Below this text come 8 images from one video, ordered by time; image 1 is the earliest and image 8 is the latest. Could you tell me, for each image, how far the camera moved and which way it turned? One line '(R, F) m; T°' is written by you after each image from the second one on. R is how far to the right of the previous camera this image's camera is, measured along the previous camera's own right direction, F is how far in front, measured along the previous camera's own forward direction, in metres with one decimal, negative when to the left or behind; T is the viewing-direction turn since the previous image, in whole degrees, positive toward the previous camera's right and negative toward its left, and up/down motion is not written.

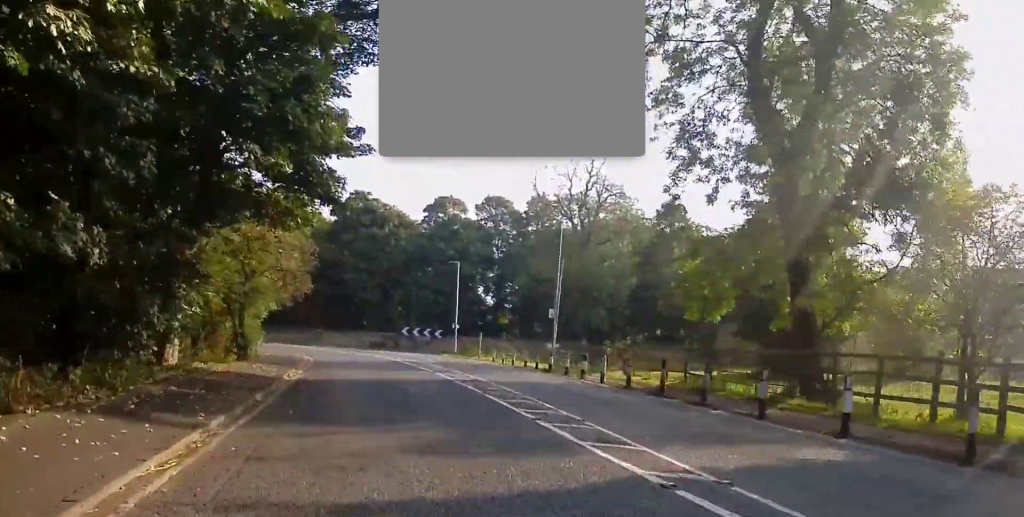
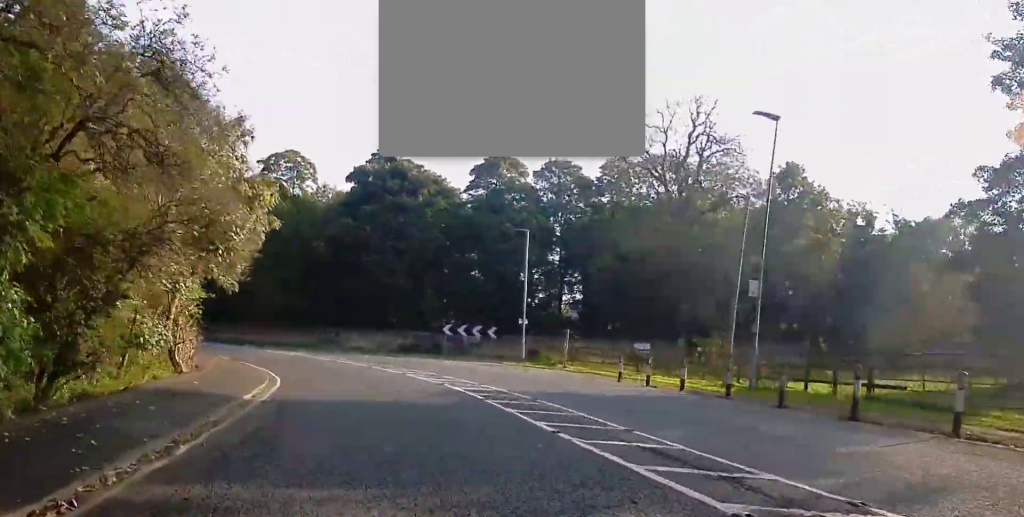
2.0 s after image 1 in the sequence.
(-0.1, +21.5) m; -1°
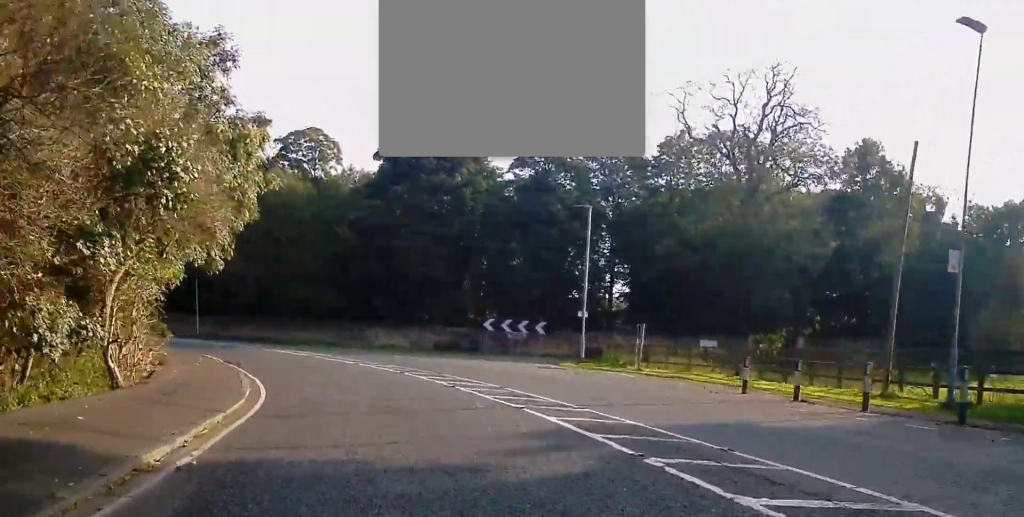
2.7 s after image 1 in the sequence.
(-0.3, +7.8) m; -2°
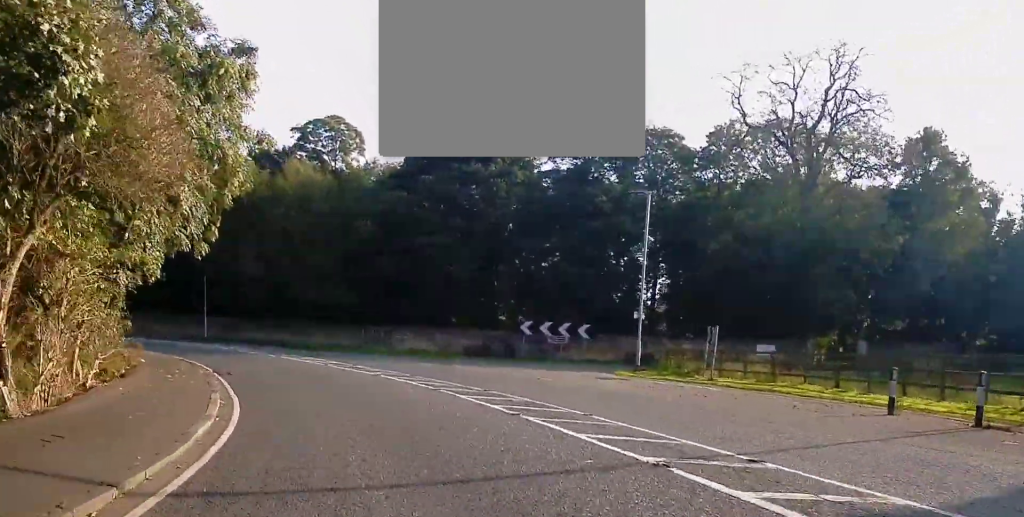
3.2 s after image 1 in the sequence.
(0.0, +5.6) m; -3°
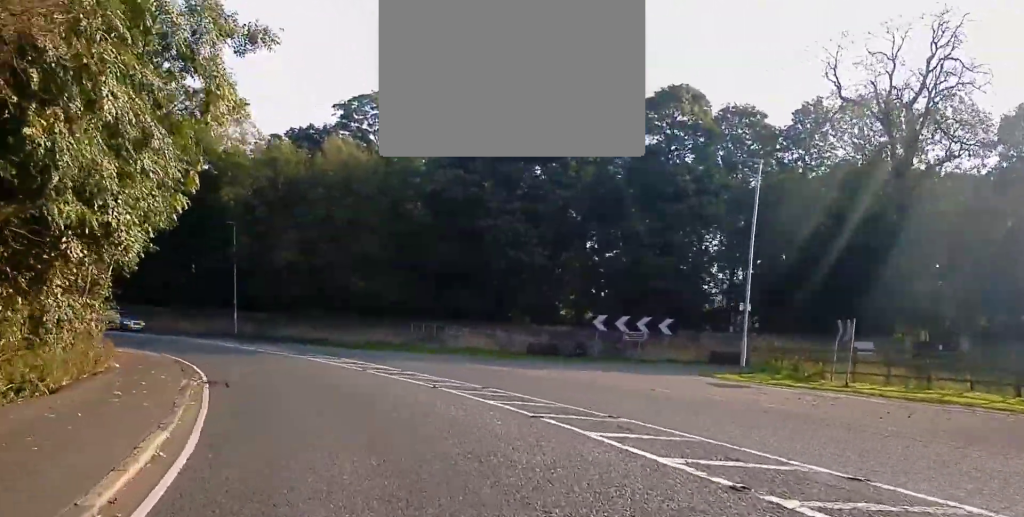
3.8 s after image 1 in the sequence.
(+0.1, +6.4) m; -3°
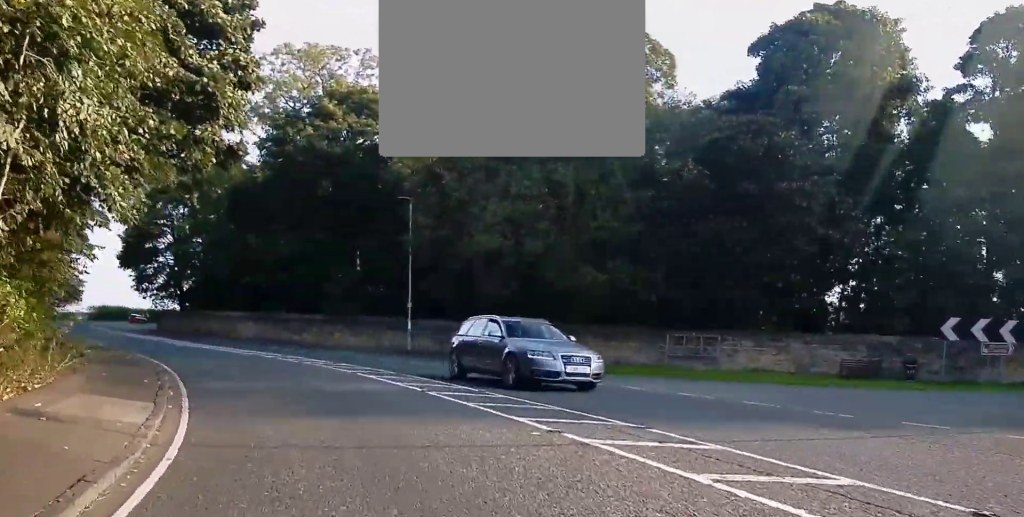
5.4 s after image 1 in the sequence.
(-1.5, +16.4) m; -9°
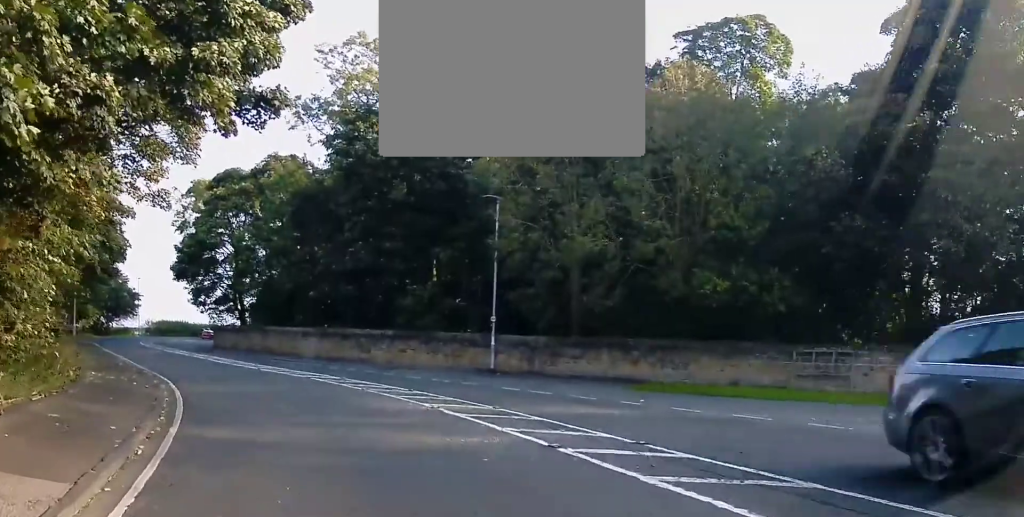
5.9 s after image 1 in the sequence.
(0.0, +5.4) m; -4°
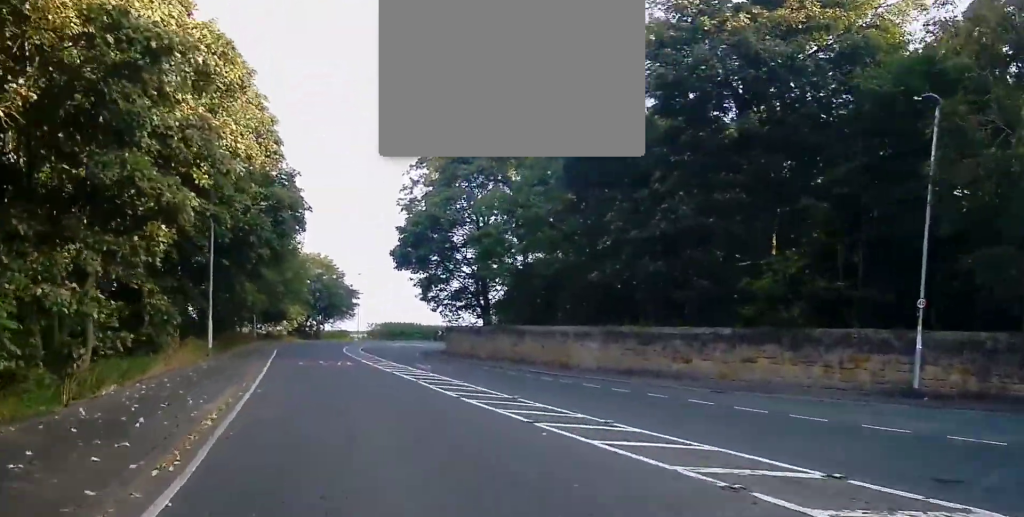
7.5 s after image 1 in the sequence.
(-2.6, +16.0) m; -17°
